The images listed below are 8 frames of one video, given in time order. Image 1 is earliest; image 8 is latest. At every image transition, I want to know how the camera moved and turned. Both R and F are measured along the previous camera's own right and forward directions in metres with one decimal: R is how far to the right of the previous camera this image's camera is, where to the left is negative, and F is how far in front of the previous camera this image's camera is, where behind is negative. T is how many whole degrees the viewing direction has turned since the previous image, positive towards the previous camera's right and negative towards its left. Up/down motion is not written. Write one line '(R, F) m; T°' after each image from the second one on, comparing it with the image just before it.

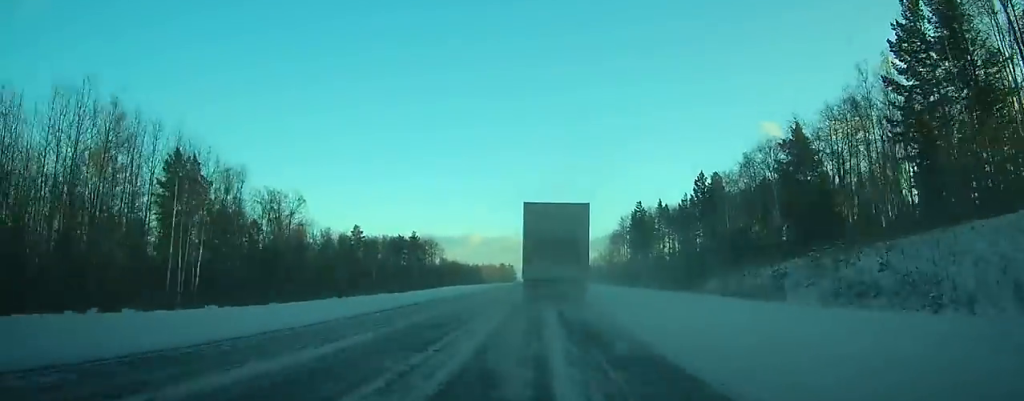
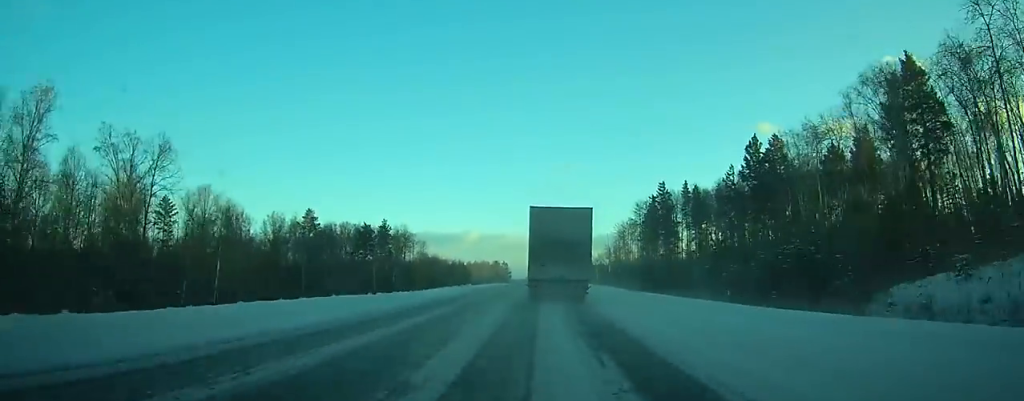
(0.0, +38.6) m; 0°
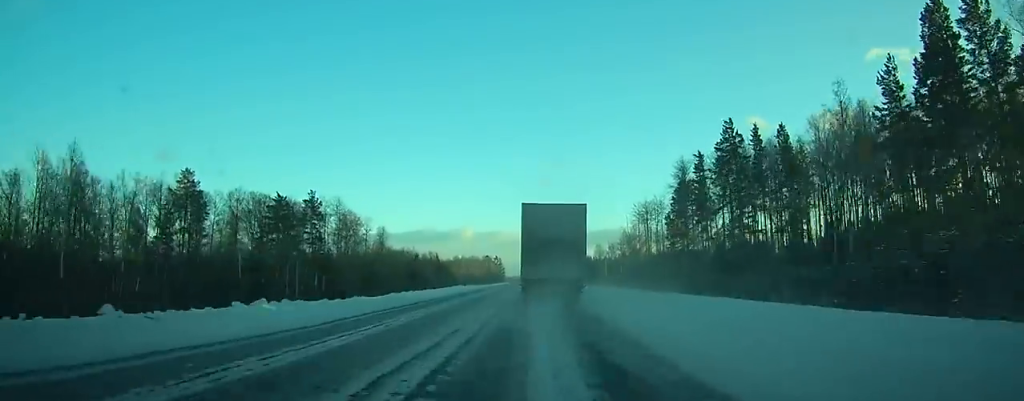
(+0.2, +55.1) m; 0°
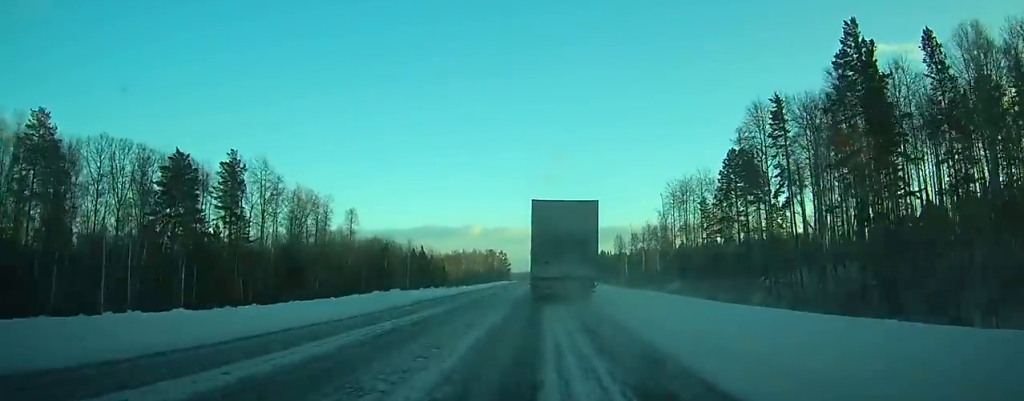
(-0.1, +36.9) m; 0°
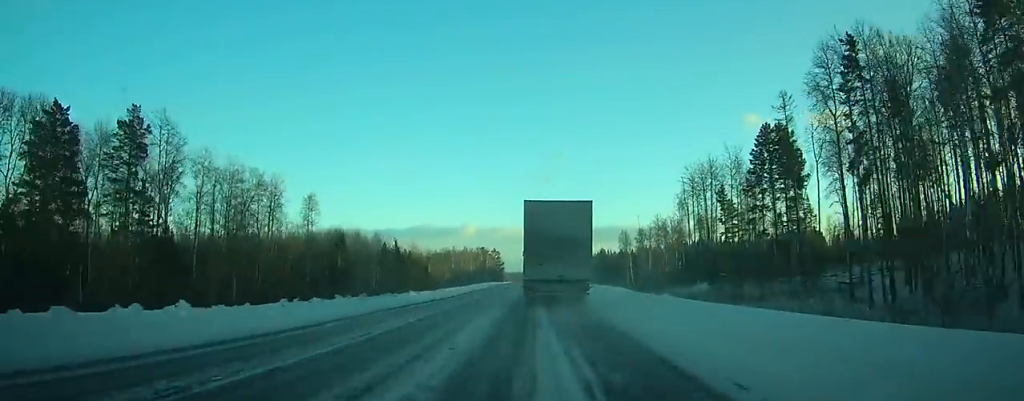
(-0.1, +23.2) m; 0°
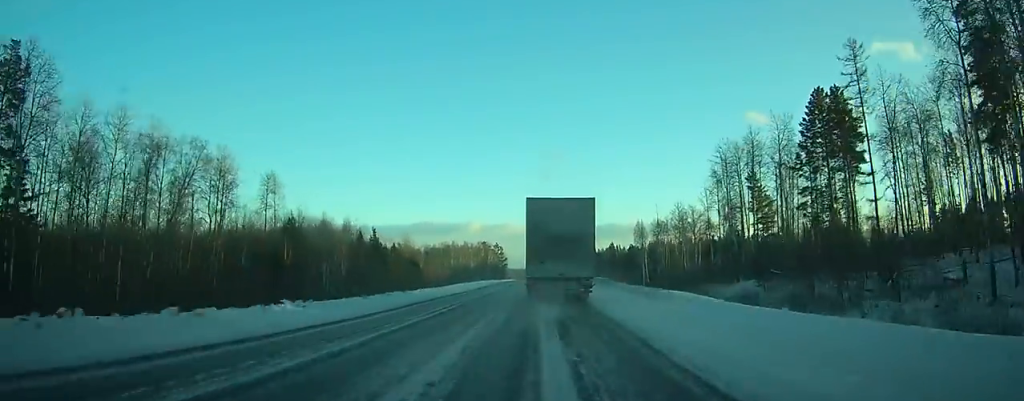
(0.0, +20.5) m; 0°
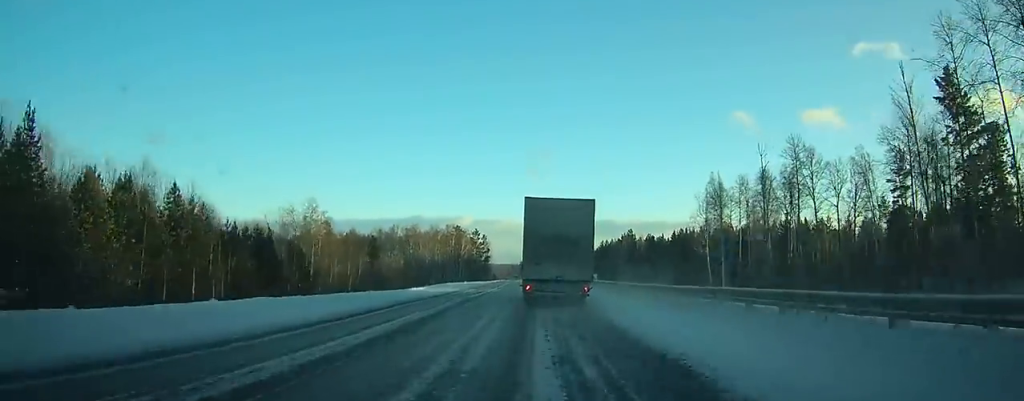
(-0.4, +77.5) m; -1°
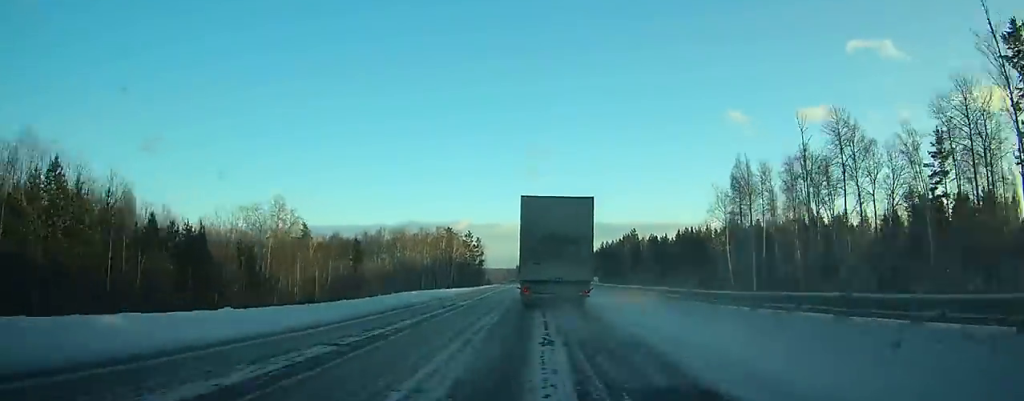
(0.0, +14.1) m; 0°
